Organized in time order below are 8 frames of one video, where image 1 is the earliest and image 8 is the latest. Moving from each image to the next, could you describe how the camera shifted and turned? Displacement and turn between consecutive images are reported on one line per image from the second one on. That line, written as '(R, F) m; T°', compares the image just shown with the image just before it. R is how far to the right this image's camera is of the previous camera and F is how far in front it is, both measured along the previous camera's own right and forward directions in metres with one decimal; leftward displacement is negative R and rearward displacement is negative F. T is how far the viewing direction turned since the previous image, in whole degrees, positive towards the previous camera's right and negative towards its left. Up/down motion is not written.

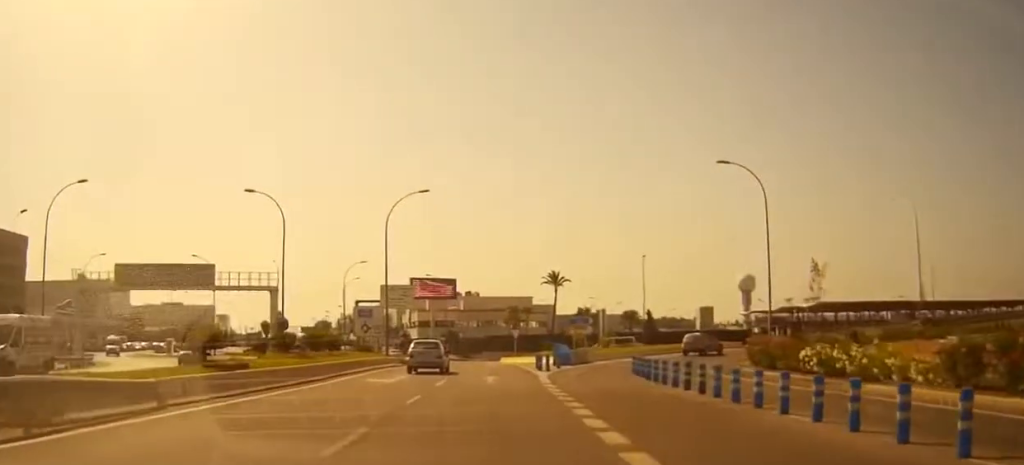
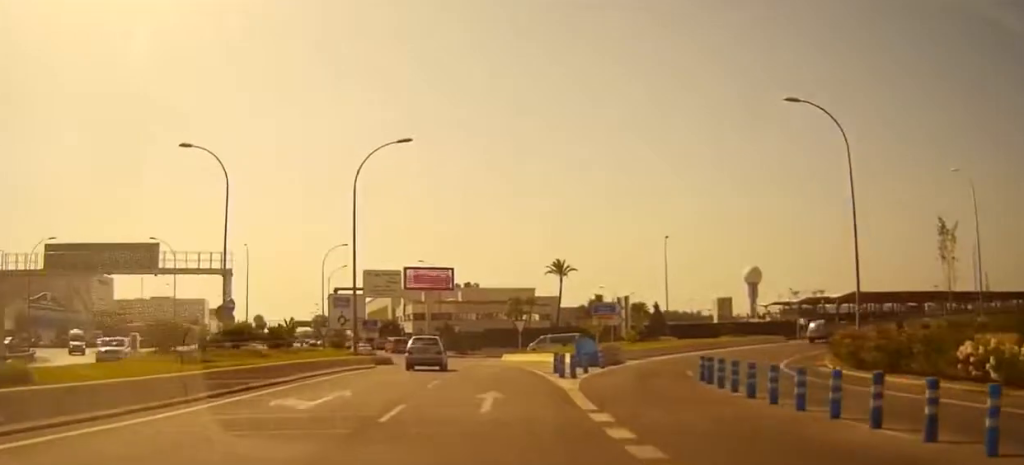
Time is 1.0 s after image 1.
(+0.2, +11.2) m; +1°
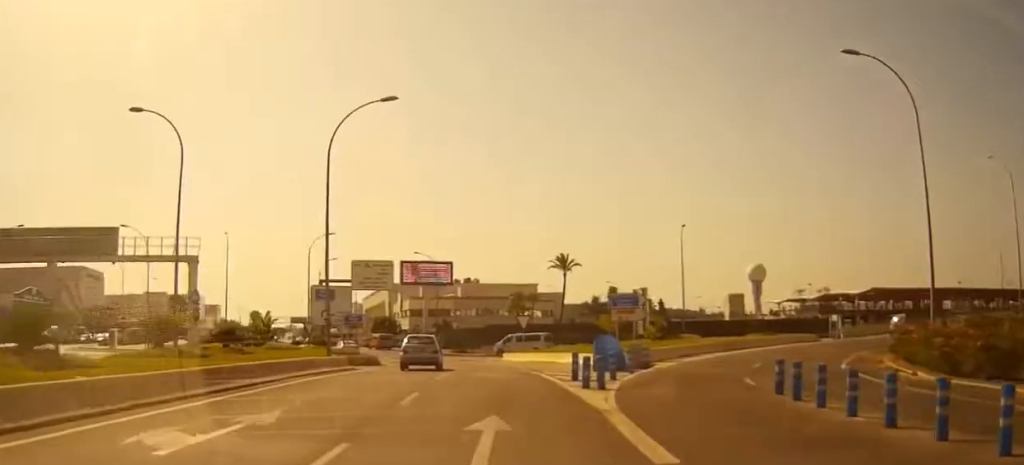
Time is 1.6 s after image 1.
(0.0, +6.1) m; 0°
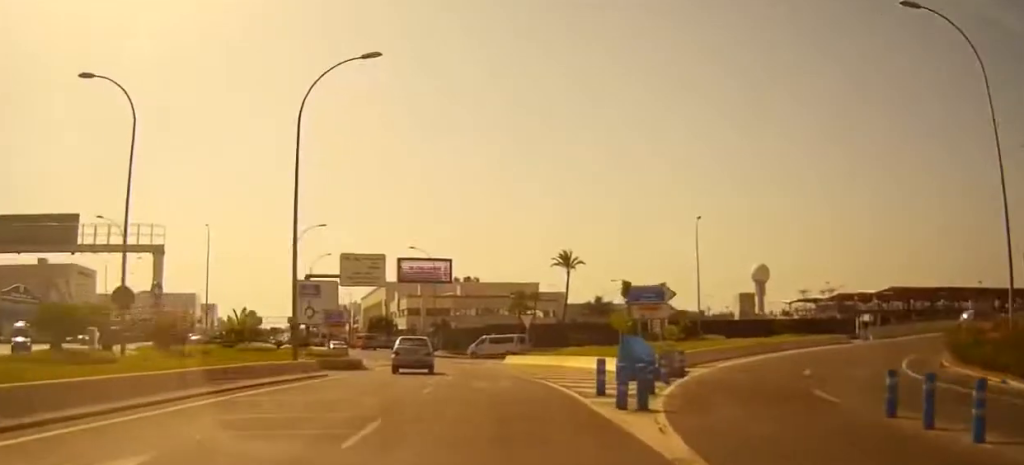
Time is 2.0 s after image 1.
(0.0, +5.0) m; 0°
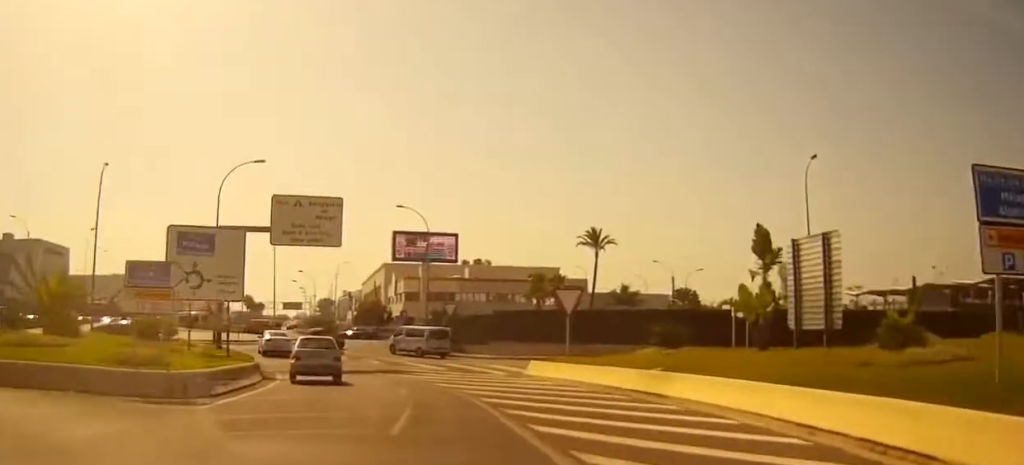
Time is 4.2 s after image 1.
(-0.6, +20.4) m; -6°
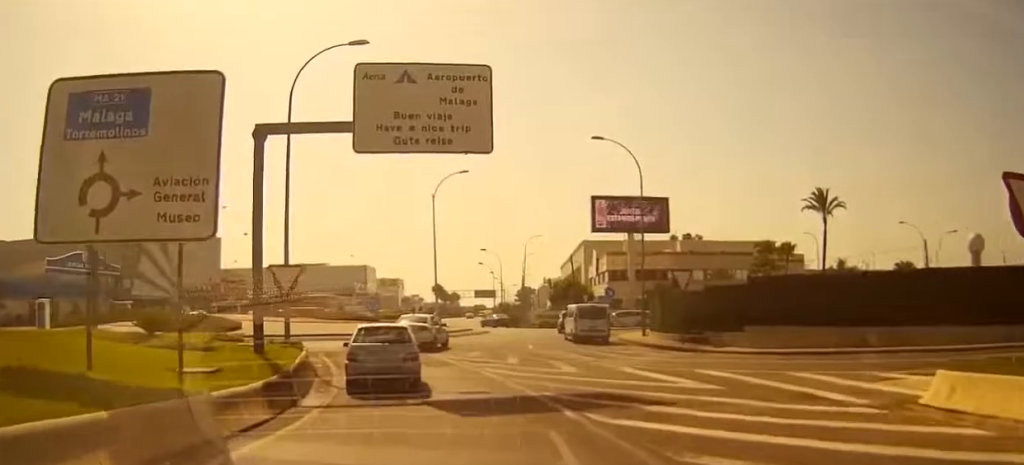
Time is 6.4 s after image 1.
(-1.8, +17.6) m; -12°
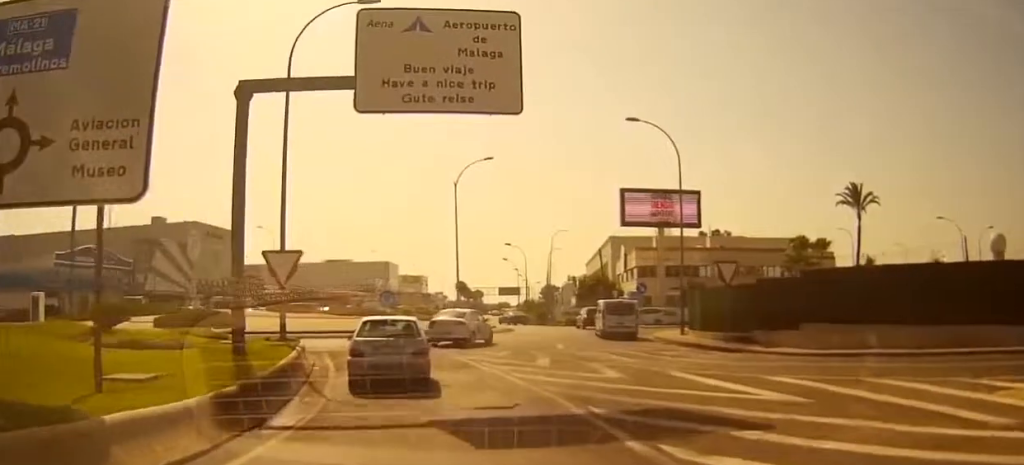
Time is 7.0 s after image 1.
(-0.1, +3.5) m; -3°
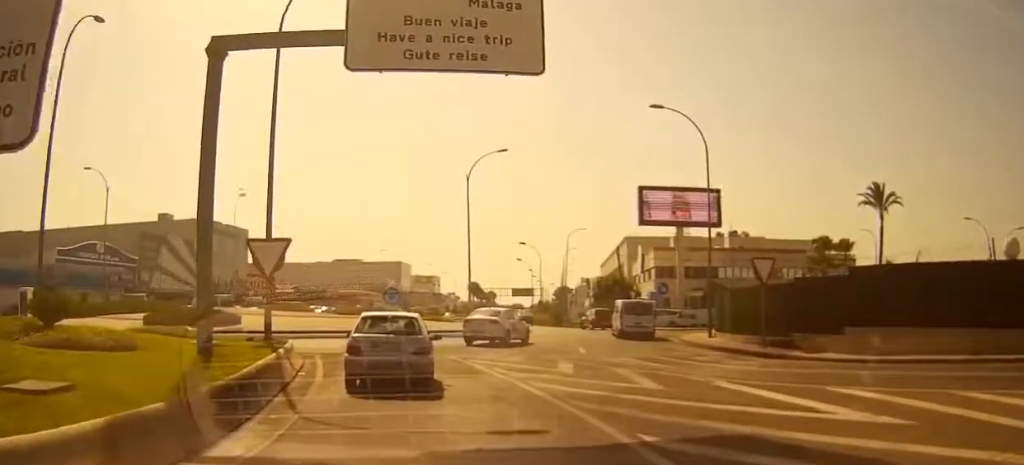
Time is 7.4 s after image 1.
(-0.1, +2.8) m; -2°
